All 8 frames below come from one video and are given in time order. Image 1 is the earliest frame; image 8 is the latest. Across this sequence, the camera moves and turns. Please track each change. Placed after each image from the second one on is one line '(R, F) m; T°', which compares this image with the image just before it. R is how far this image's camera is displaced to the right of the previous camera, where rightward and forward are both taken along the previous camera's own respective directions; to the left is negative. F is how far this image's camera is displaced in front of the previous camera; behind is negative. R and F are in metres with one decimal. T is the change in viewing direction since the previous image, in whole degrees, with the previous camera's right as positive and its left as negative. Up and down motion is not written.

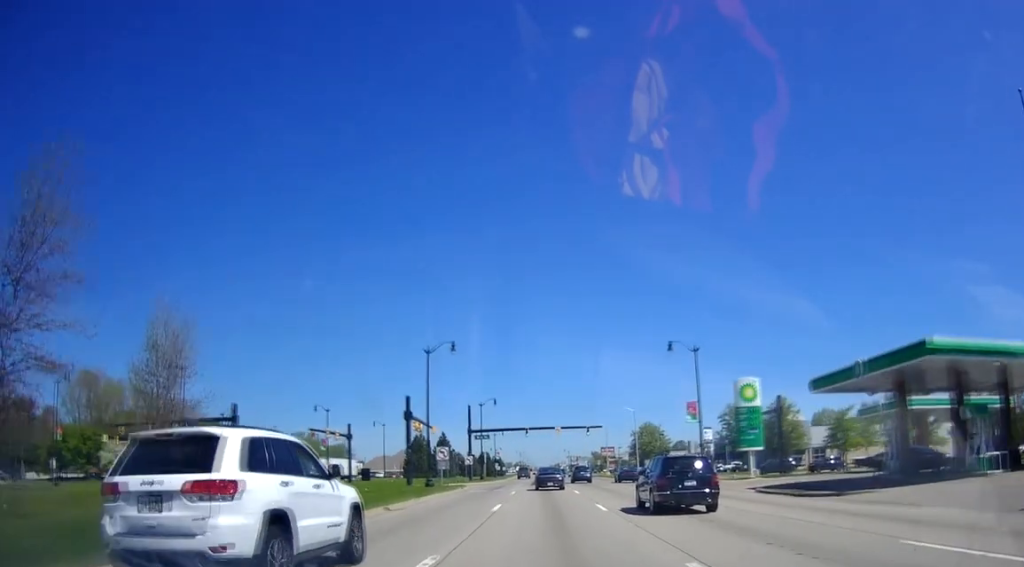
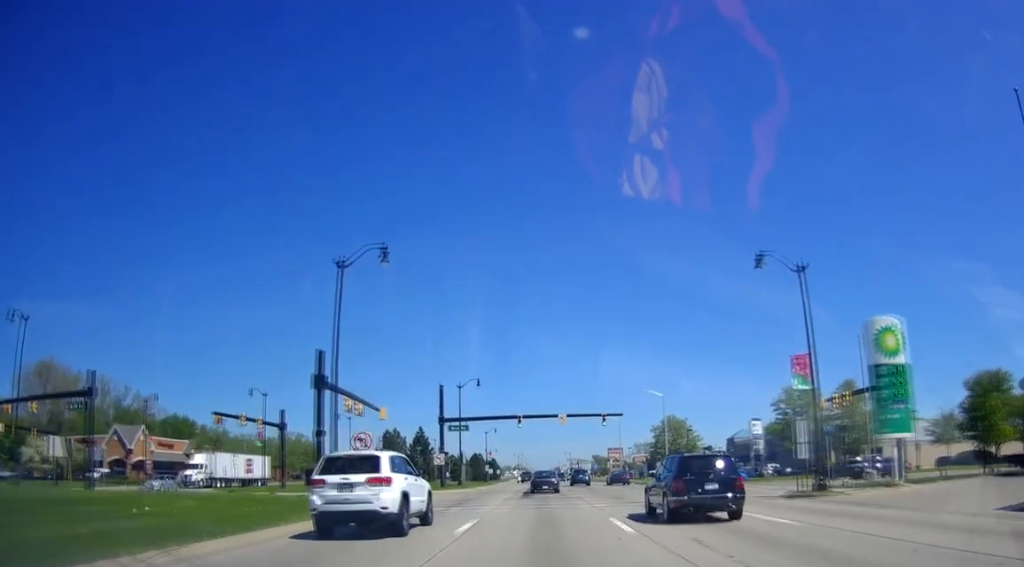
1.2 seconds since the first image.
(-0.2, +21.4) m; +1°
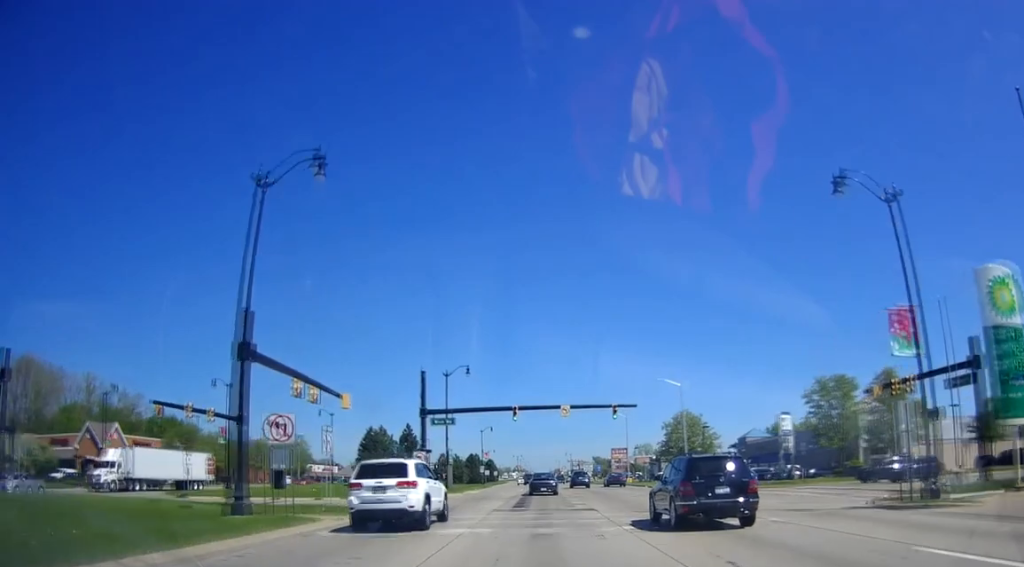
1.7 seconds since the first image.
(+0.2, +8.8) m; +1°
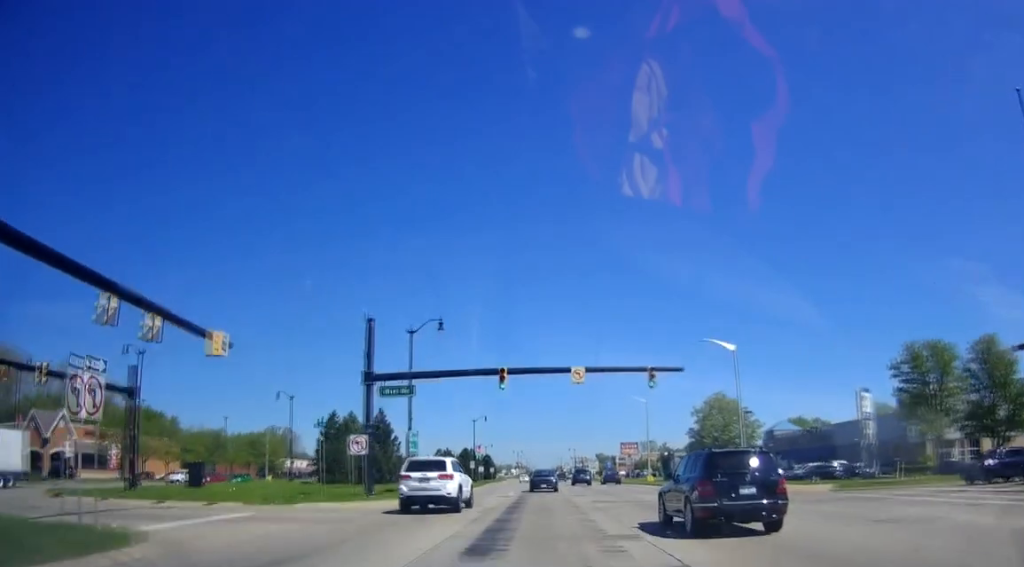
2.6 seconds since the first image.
(0.0, +16.3) m; -1°
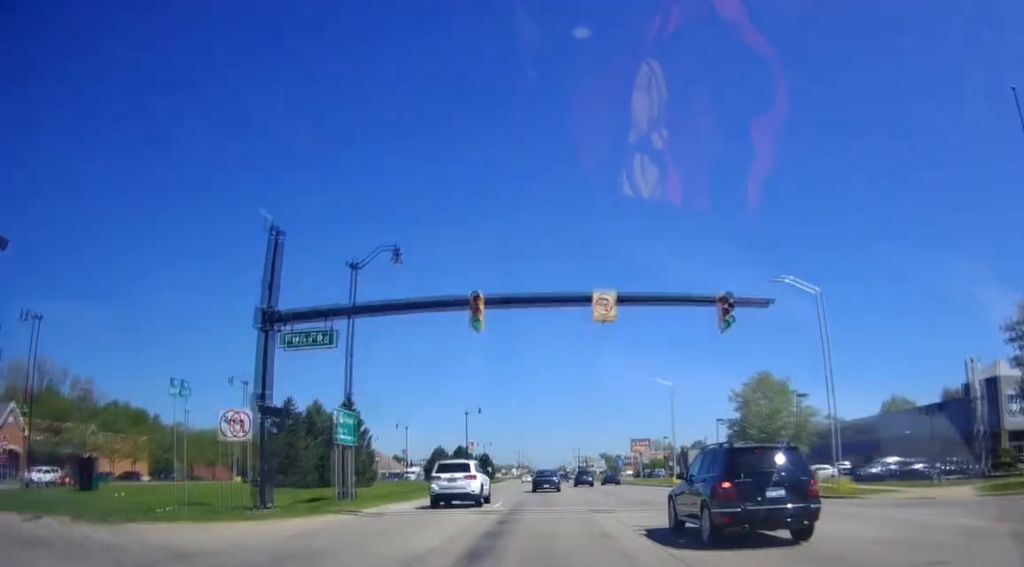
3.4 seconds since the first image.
(-0.2, +13.4) m; 0°
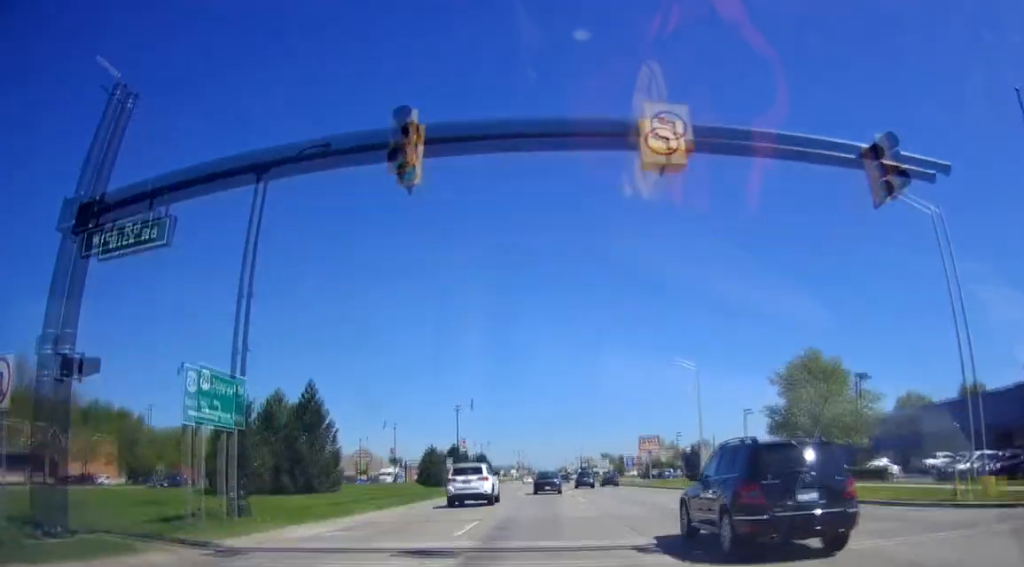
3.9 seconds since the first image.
(-0.1, +10.4) m; 0°
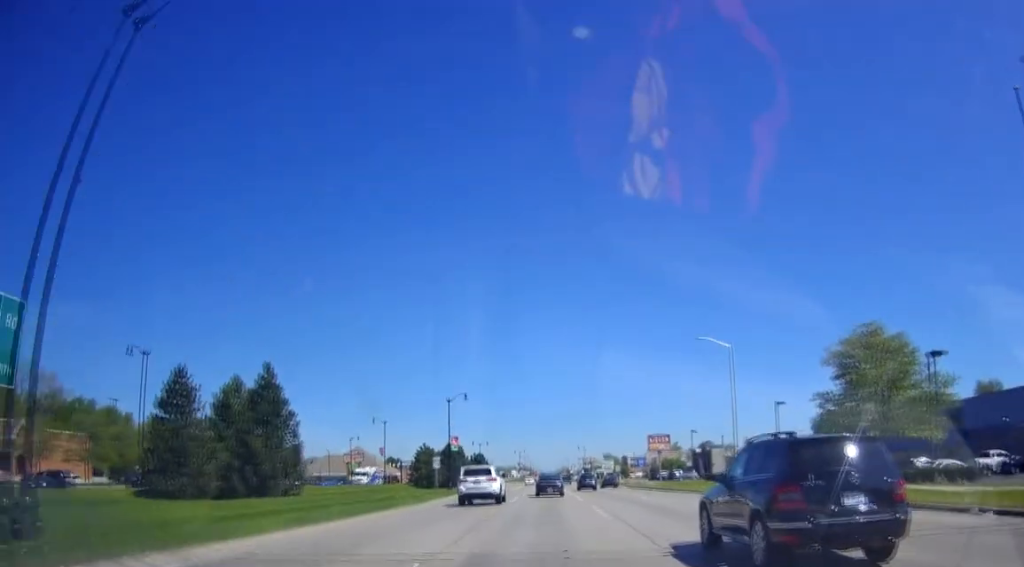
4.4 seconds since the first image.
(+0.2, +8.6) m; -1°
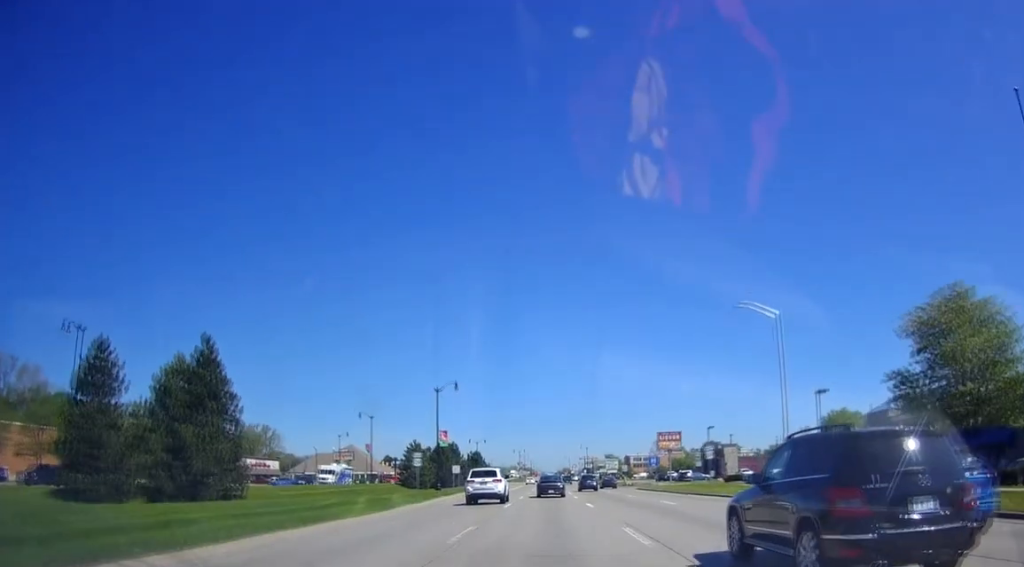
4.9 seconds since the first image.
(+0.1, +8.6) m; 0°
